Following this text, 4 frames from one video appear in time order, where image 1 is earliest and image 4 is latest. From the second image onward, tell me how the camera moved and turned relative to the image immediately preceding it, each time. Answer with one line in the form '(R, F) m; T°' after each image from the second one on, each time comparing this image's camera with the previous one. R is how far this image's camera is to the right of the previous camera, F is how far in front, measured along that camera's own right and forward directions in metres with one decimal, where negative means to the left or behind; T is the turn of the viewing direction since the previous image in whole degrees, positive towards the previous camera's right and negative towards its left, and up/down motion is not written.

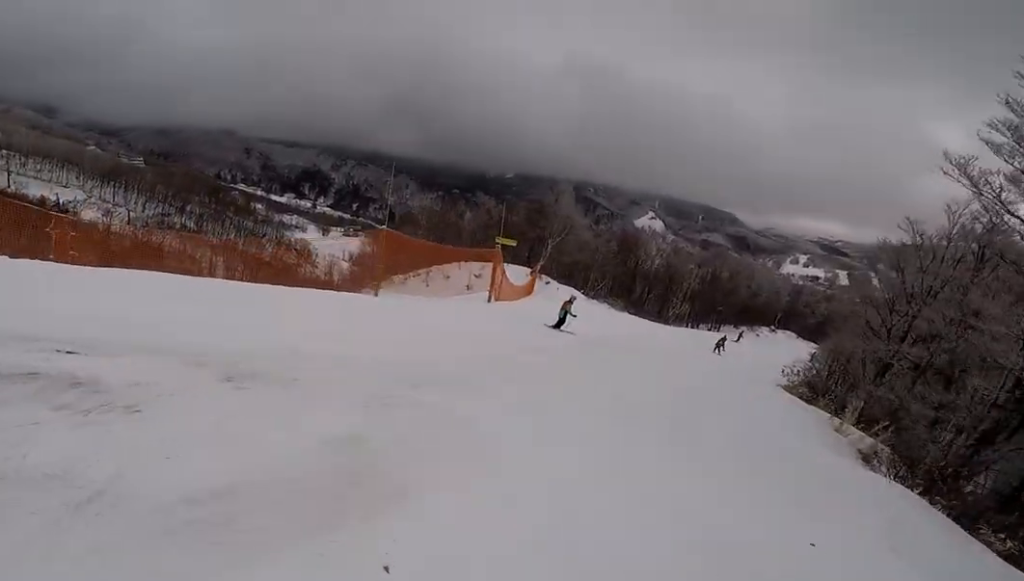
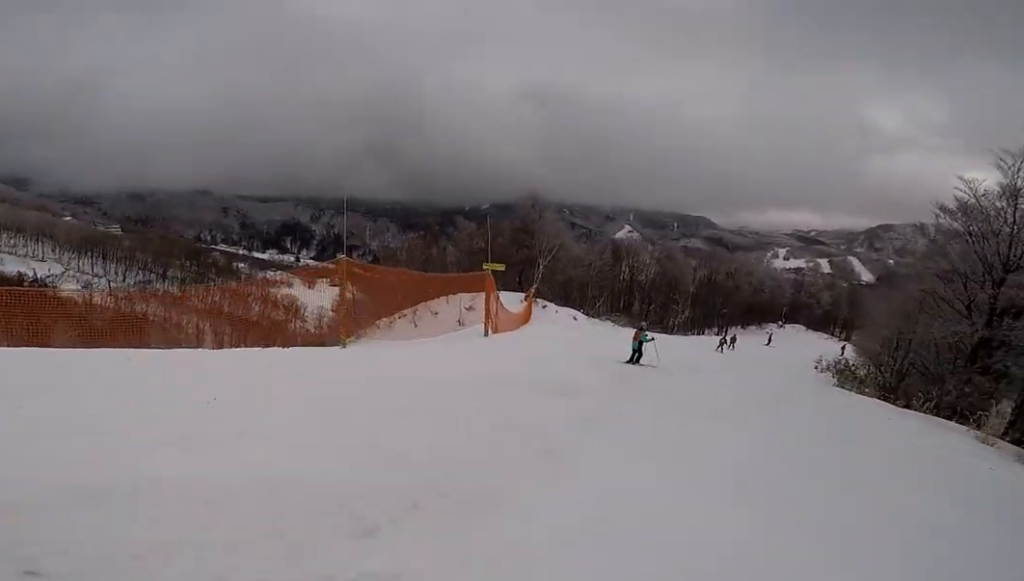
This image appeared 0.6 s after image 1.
(-0.8, +3.3) m; +5°
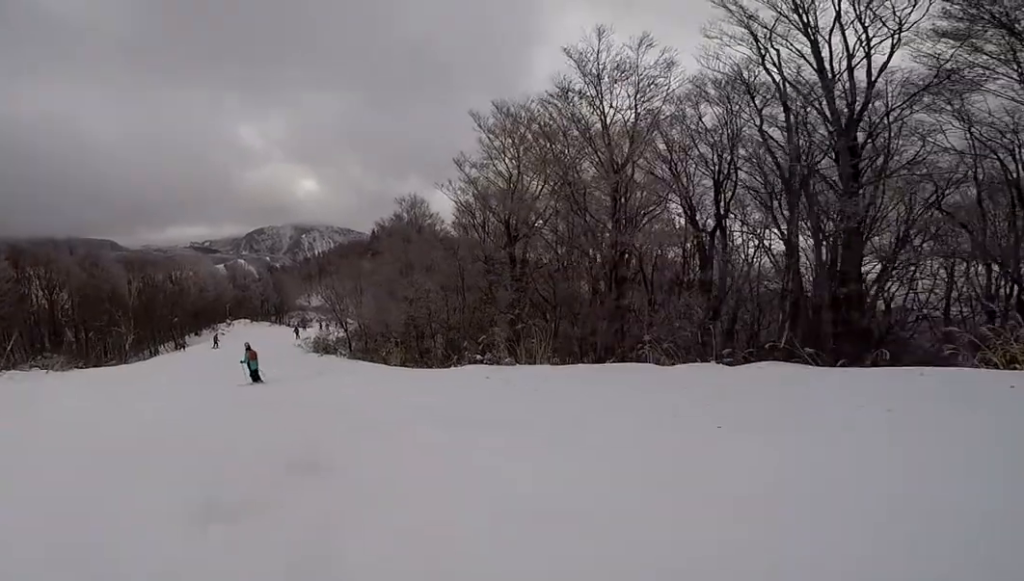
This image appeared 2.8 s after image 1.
(+5.7, +10.9) m; +27°
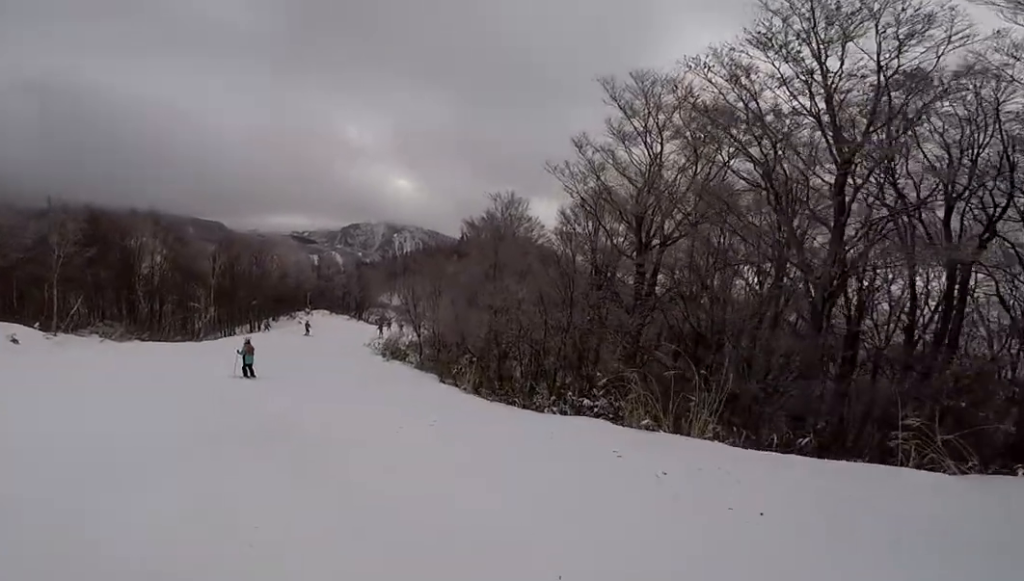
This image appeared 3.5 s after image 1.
(-0.2, +3.7) m; -10°
